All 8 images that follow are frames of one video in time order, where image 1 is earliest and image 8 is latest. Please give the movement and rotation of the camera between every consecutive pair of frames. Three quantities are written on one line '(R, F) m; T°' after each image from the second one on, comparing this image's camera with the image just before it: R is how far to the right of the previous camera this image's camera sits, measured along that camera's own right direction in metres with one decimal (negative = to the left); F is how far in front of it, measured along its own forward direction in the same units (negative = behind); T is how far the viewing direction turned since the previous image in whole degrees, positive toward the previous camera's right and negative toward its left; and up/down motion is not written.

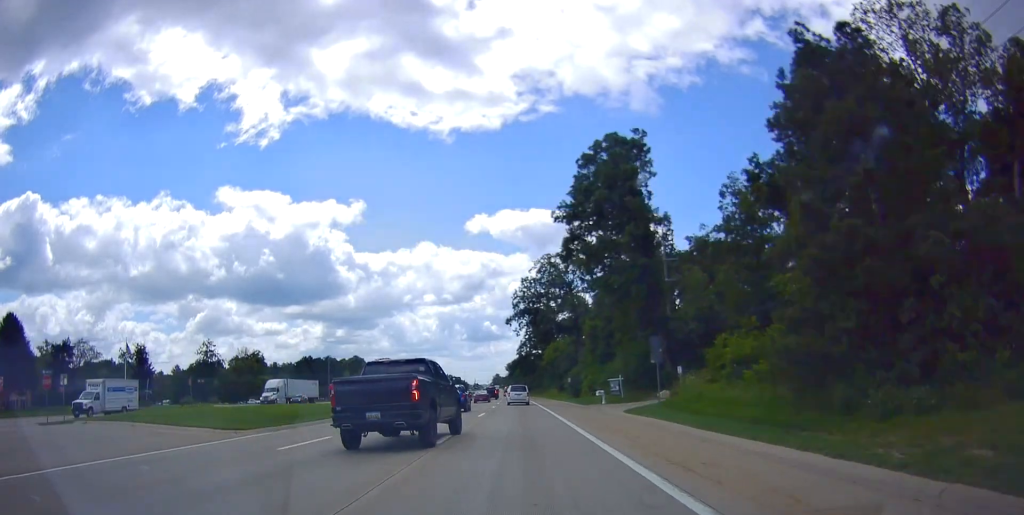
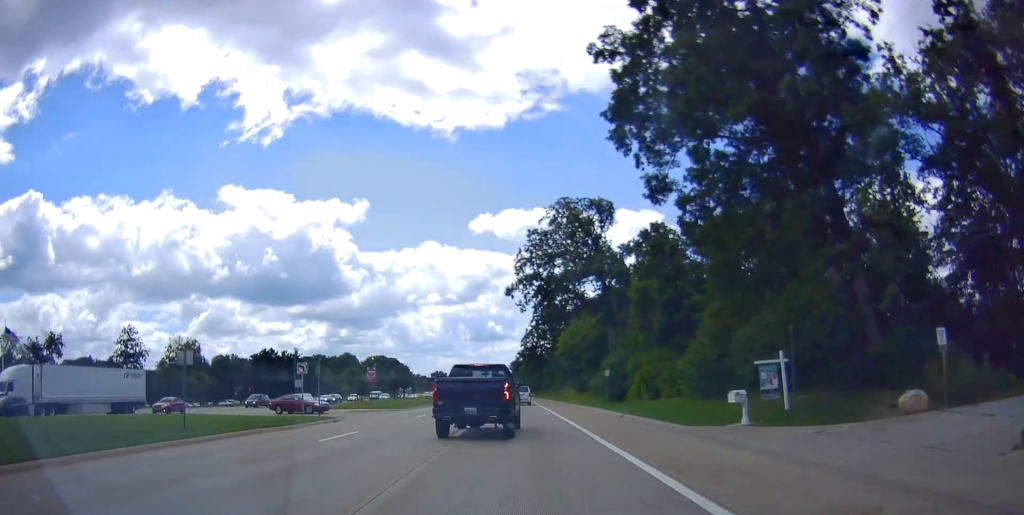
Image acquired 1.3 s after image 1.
(-0.4, +28.4) m; -2°
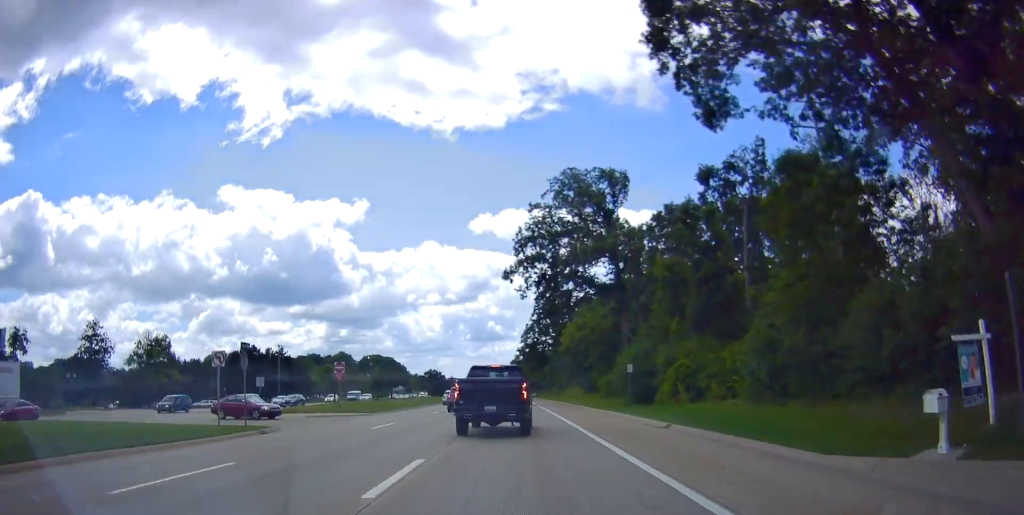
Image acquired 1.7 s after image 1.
(-0.1, +9.4) m; -1°
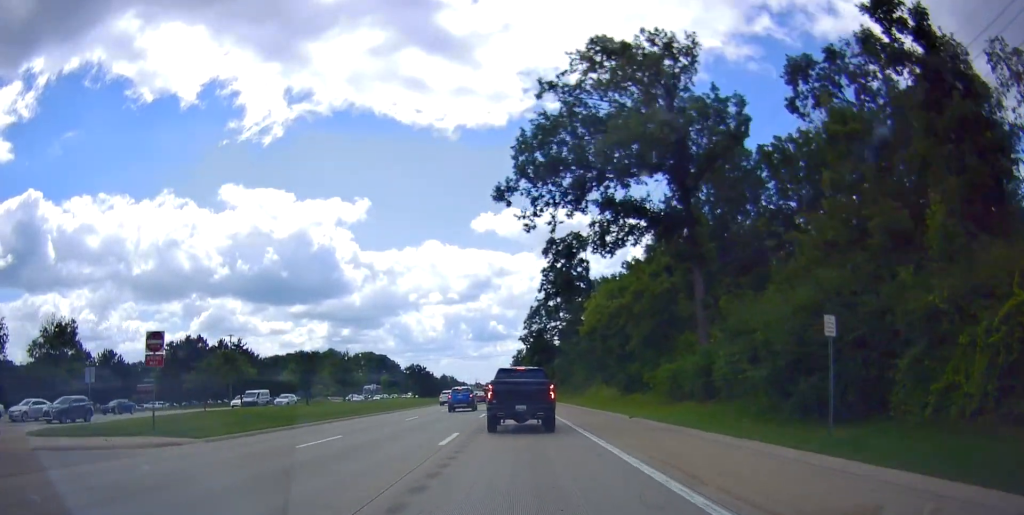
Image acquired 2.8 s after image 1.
(-0.3, +23.9) m; -1°
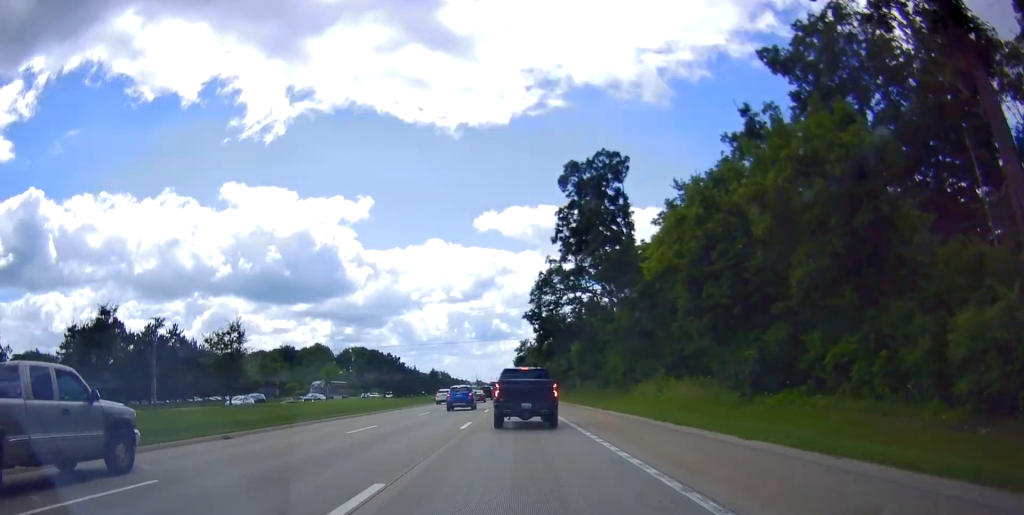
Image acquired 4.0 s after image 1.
(0.0, +25.8) m; 0°
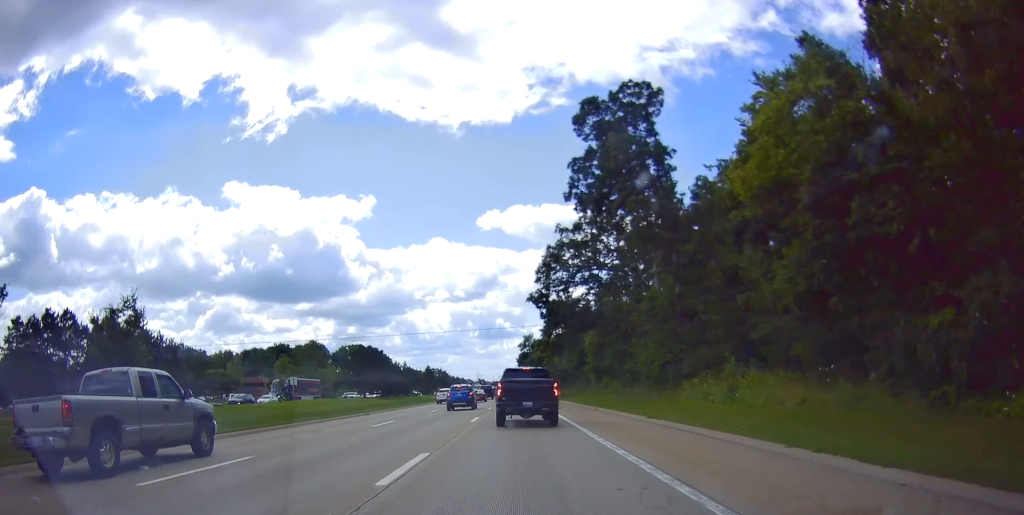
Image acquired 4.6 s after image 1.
(0.0, +12.1) m; 0°
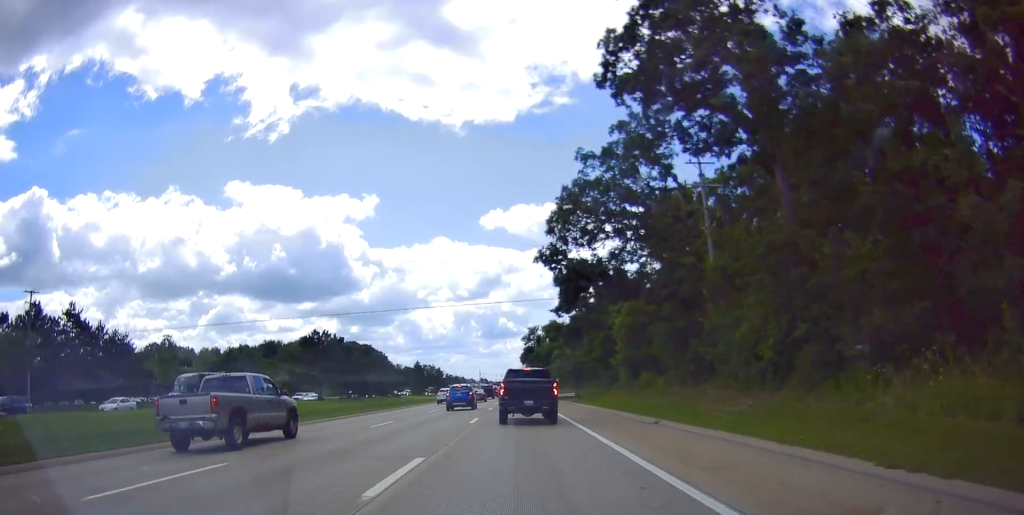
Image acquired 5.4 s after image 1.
(0.0, +17.7) m; 0°
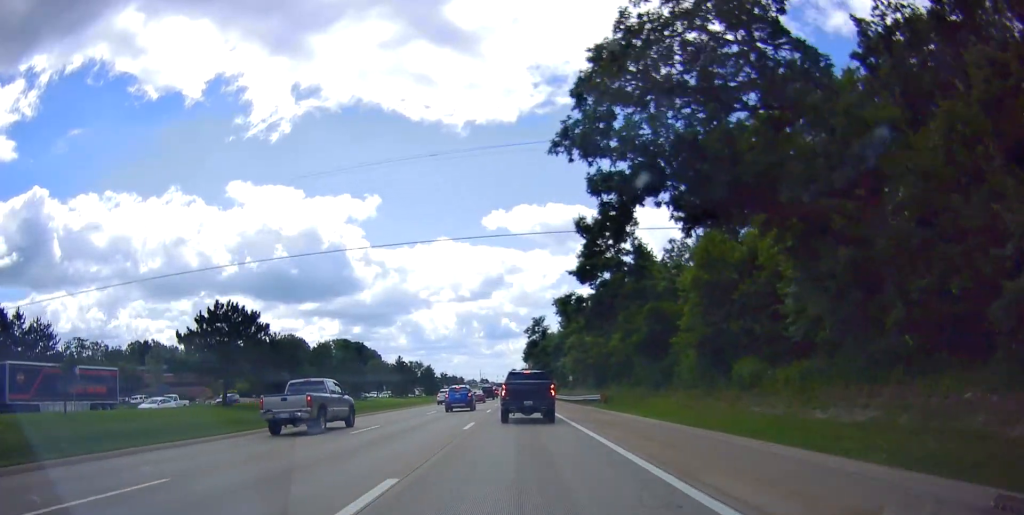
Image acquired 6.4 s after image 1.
(0.0, +19.9) m; +2°
